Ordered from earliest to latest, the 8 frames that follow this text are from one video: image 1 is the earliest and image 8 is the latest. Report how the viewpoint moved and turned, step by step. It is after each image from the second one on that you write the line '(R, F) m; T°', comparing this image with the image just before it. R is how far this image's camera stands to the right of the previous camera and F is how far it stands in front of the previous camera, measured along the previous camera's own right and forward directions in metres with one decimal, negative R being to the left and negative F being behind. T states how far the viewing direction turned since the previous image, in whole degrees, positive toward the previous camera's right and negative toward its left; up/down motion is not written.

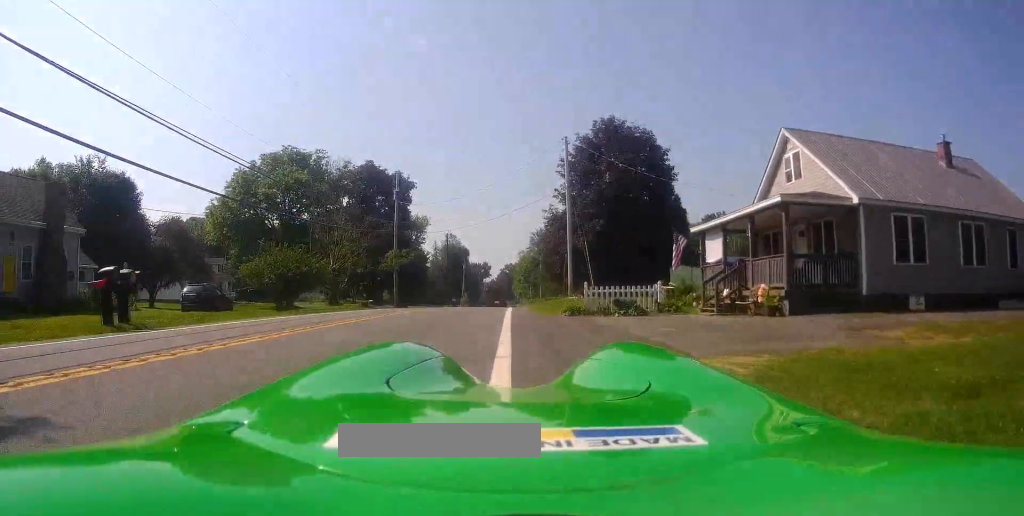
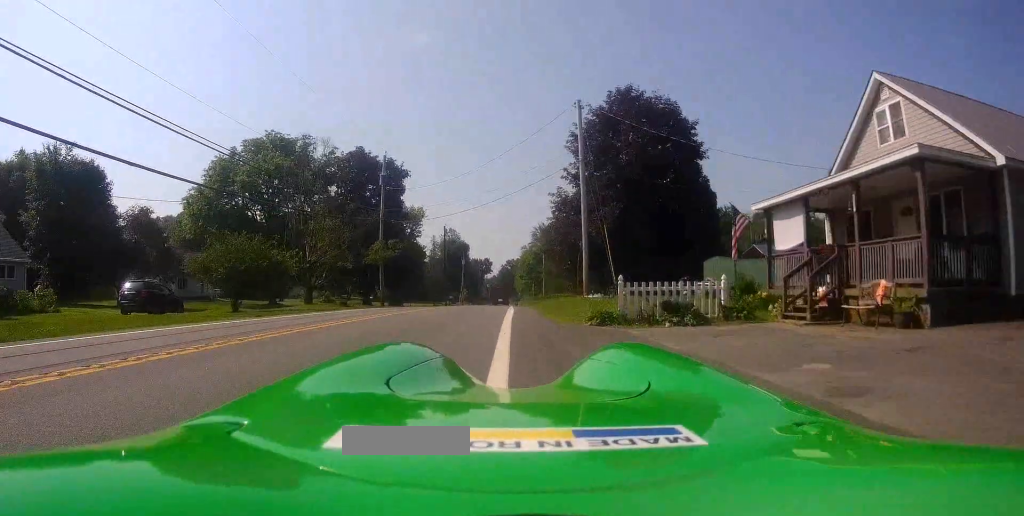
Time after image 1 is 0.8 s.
(-0.3, +6.1) m; 0°
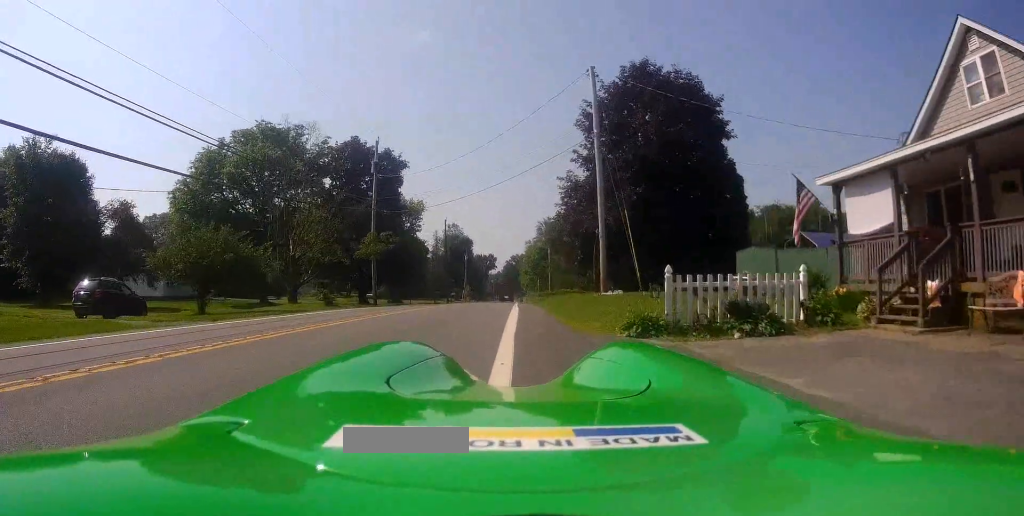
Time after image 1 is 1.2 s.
(+0.1, +3.7) m; 0°
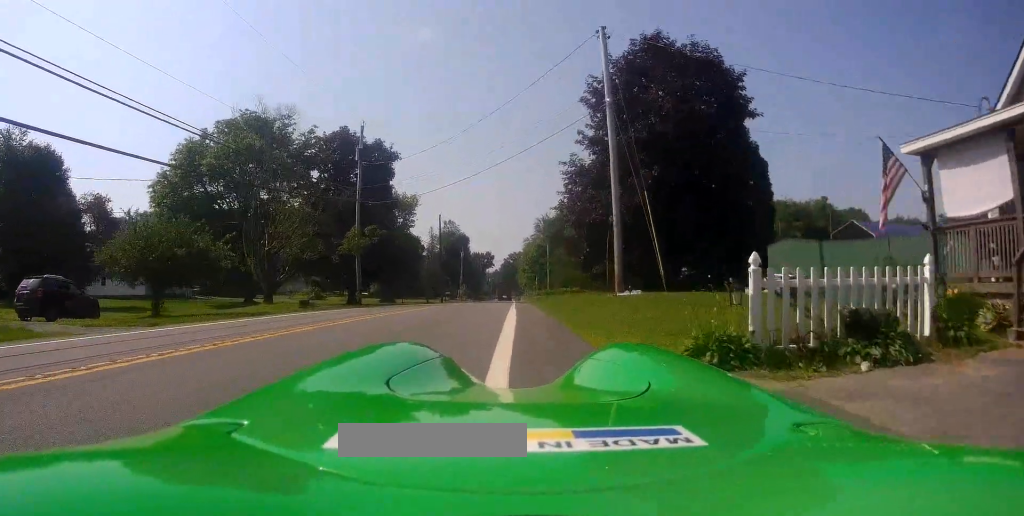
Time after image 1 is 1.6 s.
(+0.2, +3.3) m; 0°
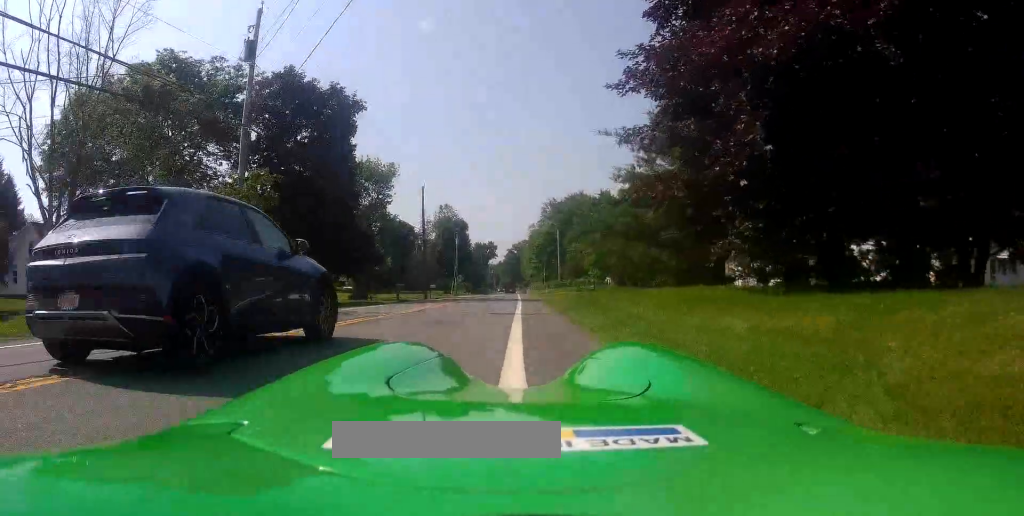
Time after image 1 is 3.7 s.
(-1.2, +17.0) m; -5°
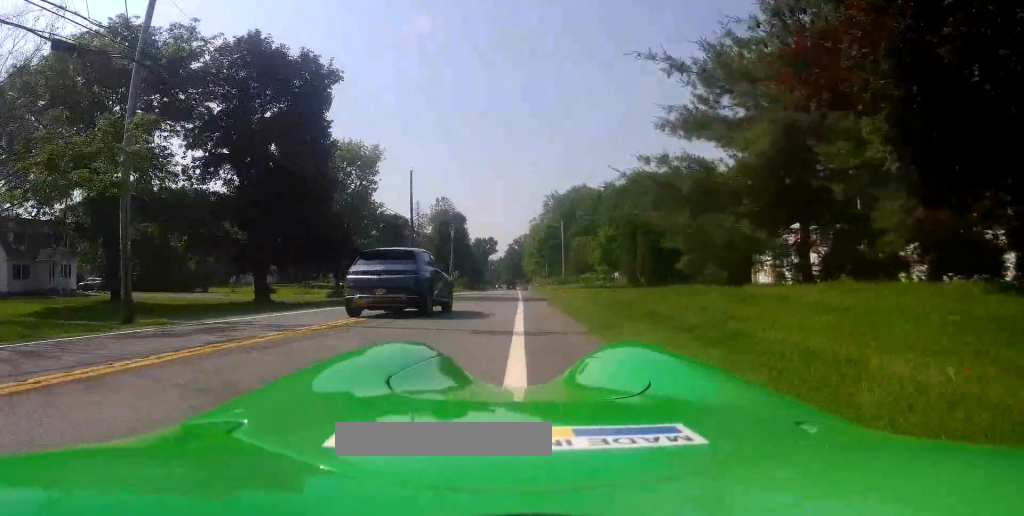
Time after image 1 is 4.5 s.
(+0.2, +7.1) m; 0°
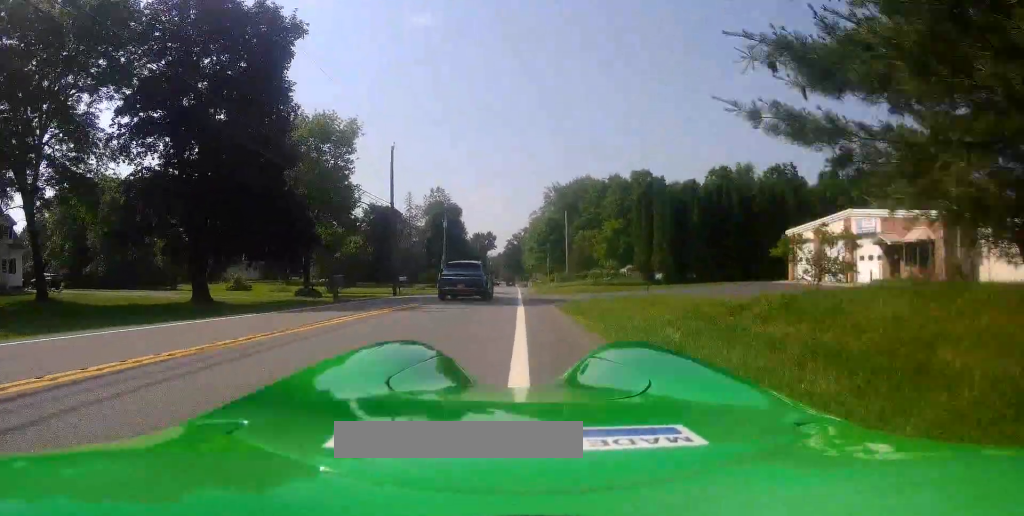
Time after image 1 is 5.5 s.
(-0.1, +8.1) m; -1°
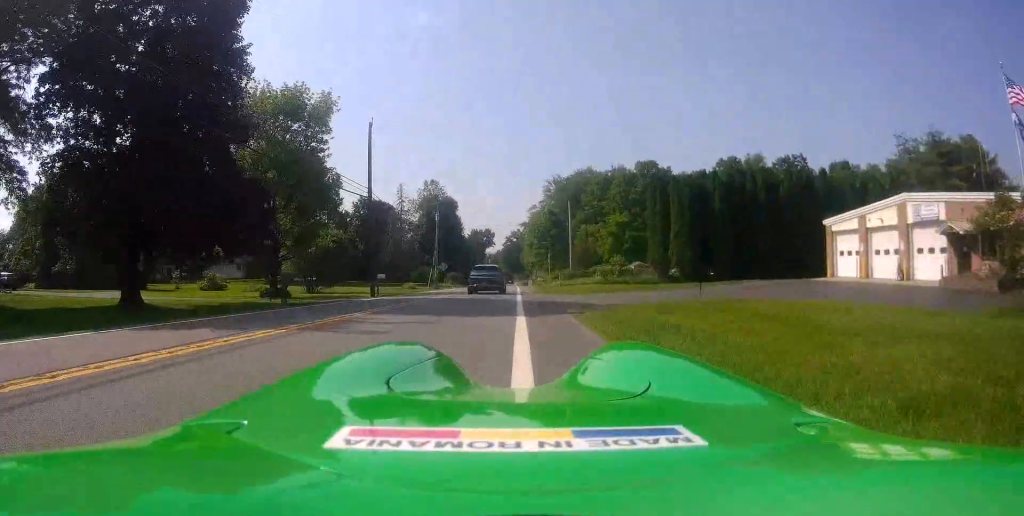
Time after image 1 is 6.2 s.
(-0.1, +6.8) m; +1°
